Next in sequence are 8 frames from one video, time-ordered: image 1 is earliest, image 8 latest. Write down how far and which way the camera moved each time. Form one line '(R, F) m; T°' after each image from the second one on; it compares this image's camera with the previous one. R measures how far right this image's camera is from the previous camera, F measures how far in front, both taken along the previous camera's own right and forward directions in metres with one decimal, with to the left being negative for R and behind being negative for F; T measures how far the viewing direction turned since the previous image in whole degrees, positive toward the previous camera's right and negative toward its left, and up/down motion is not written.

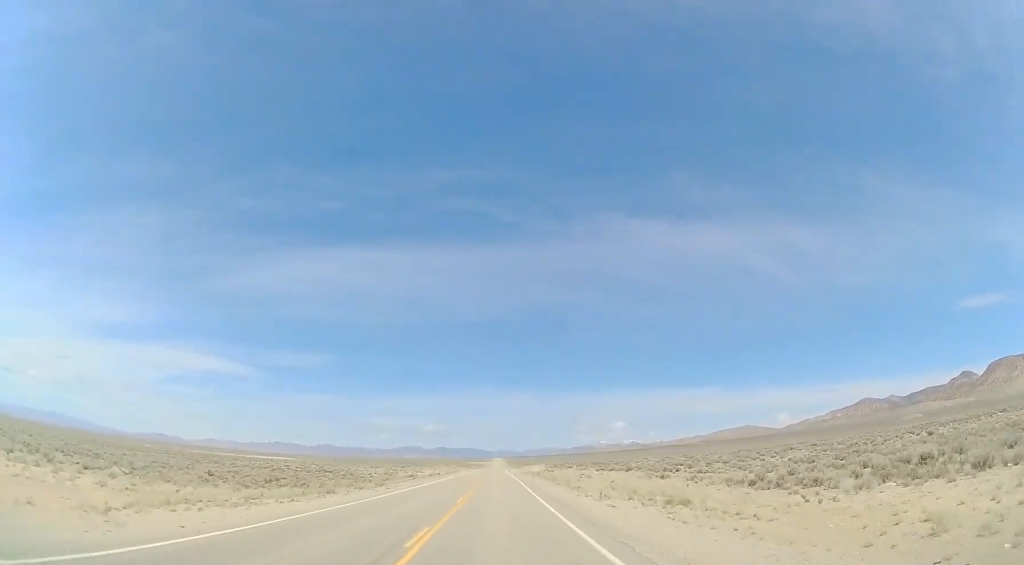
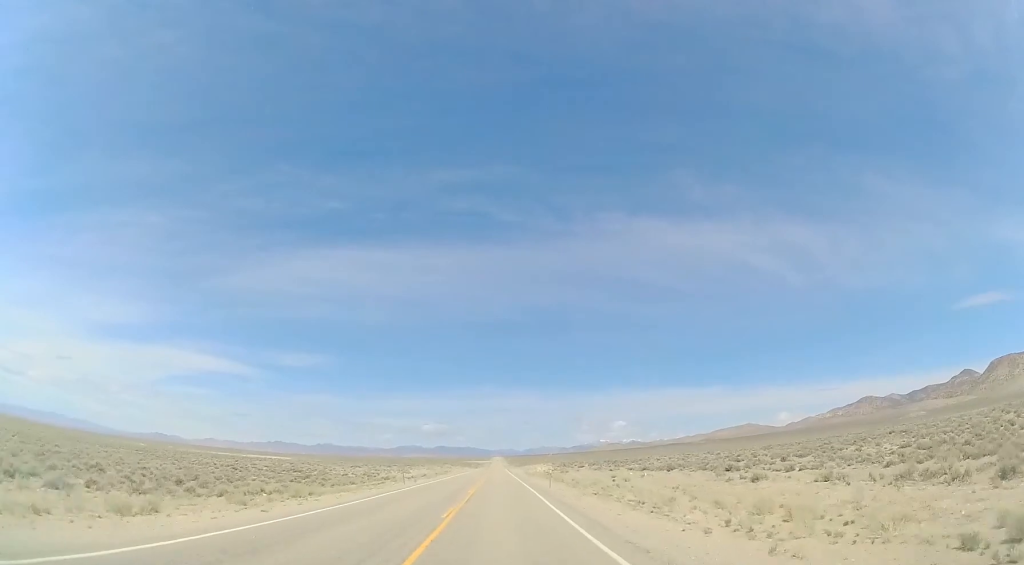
(0.0, +18.8) m; 0°
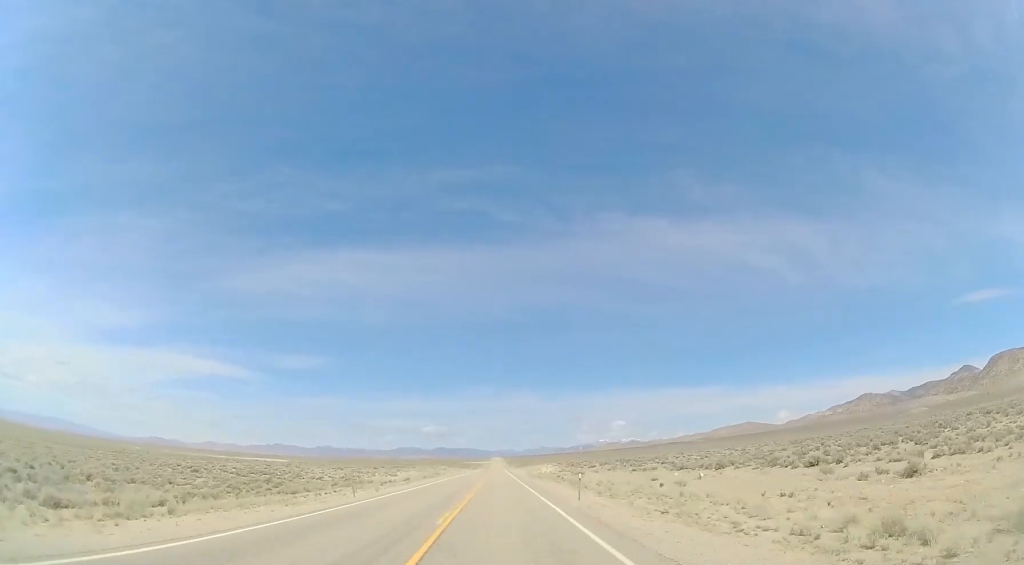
(-0.1, +13.9) m; 0°
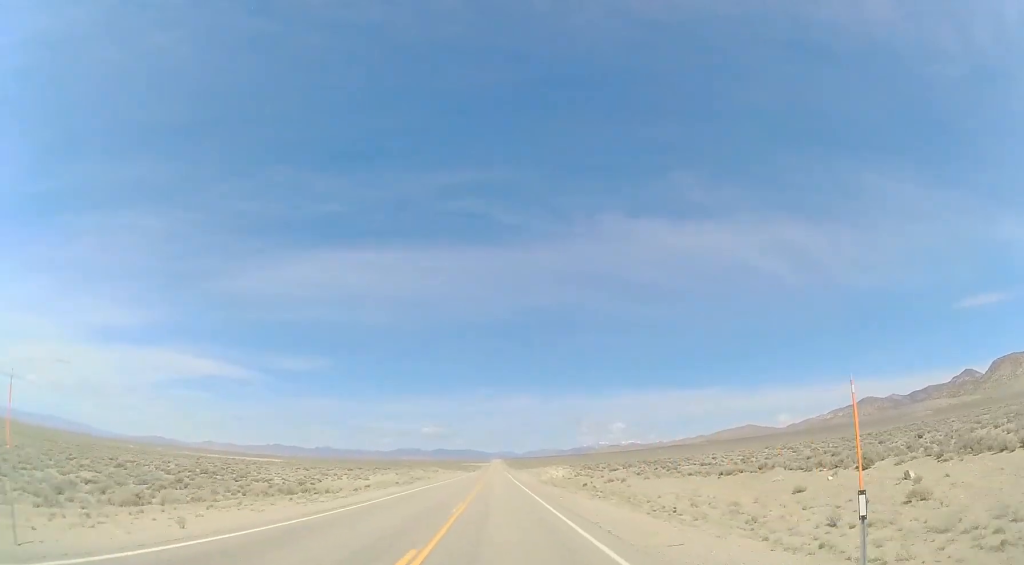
(+0.1, +19.8) m; 0°
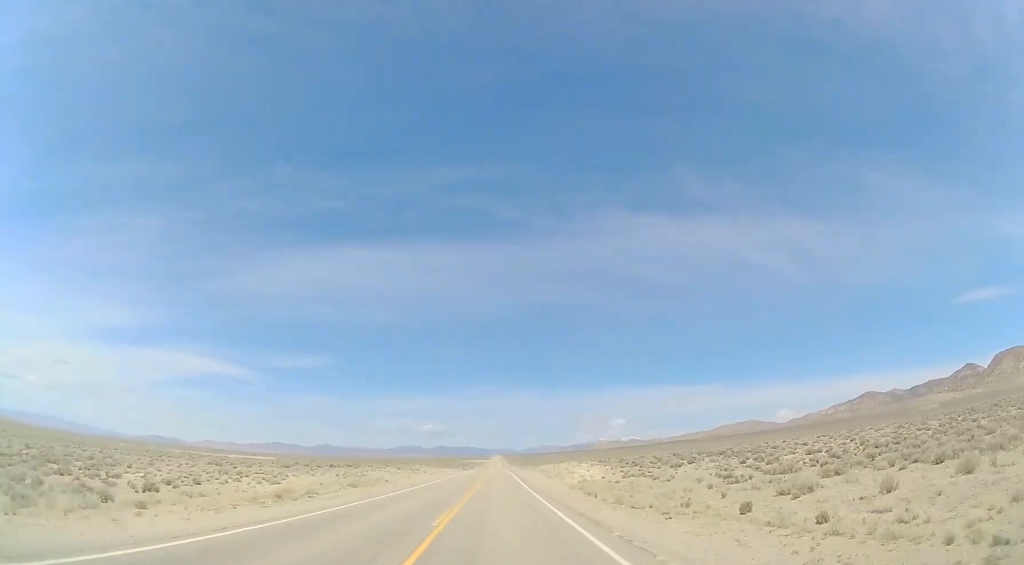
(+0.2, +29.6) m; 0°
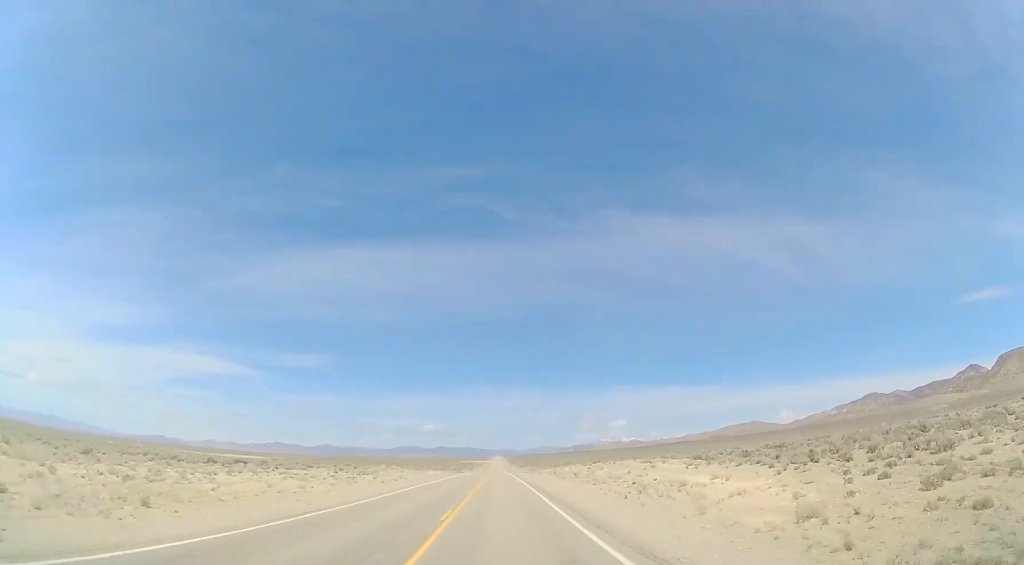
(-0.4, +35.5) m; -1°
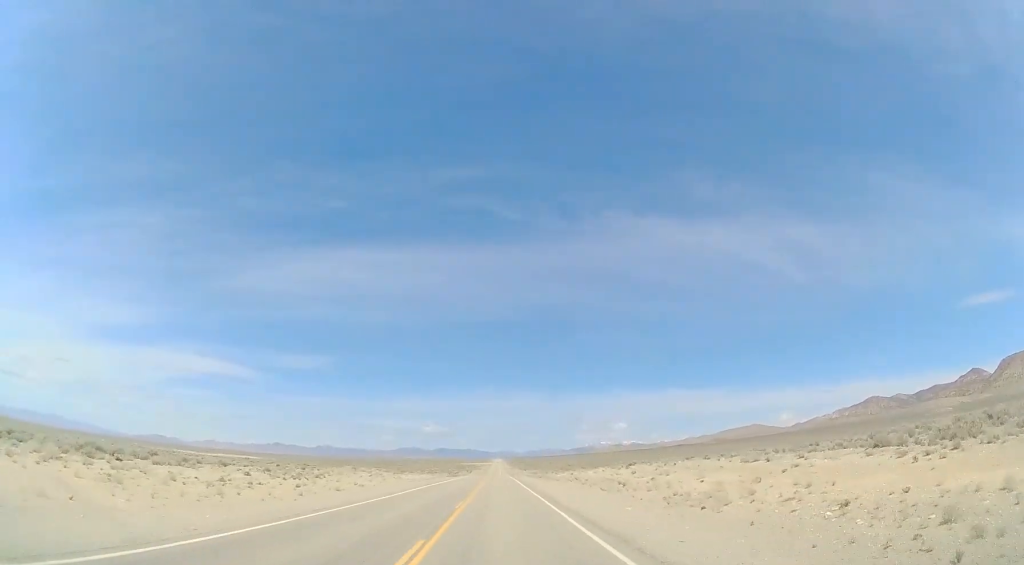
(-0.1, +19.7) m; 0°
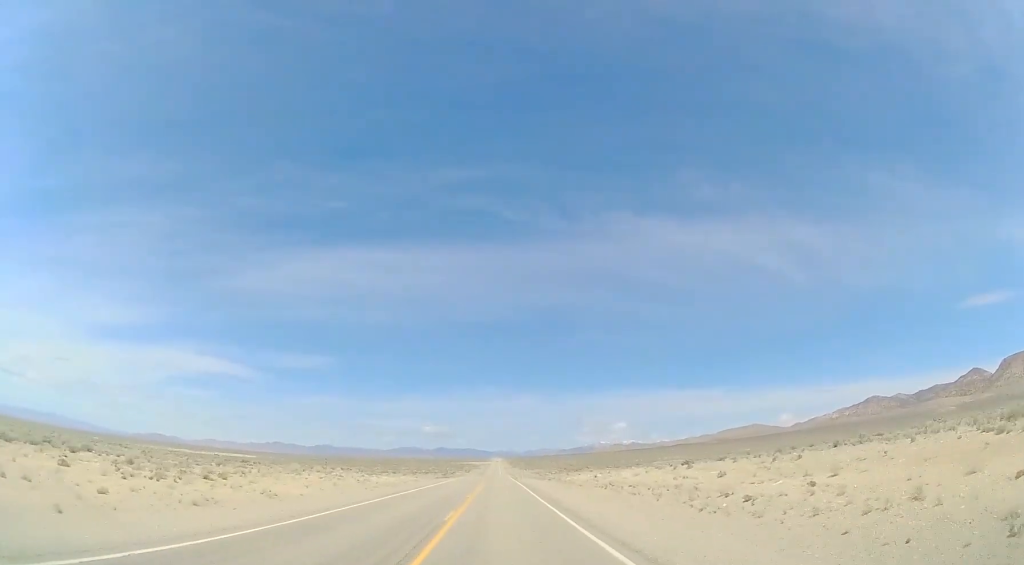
(0.0, +17.8) m; +1°
